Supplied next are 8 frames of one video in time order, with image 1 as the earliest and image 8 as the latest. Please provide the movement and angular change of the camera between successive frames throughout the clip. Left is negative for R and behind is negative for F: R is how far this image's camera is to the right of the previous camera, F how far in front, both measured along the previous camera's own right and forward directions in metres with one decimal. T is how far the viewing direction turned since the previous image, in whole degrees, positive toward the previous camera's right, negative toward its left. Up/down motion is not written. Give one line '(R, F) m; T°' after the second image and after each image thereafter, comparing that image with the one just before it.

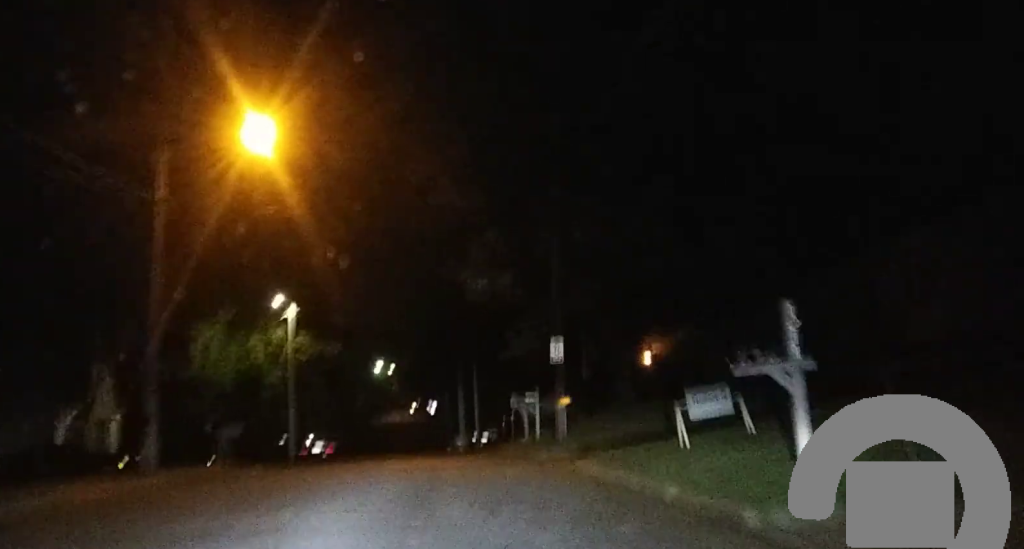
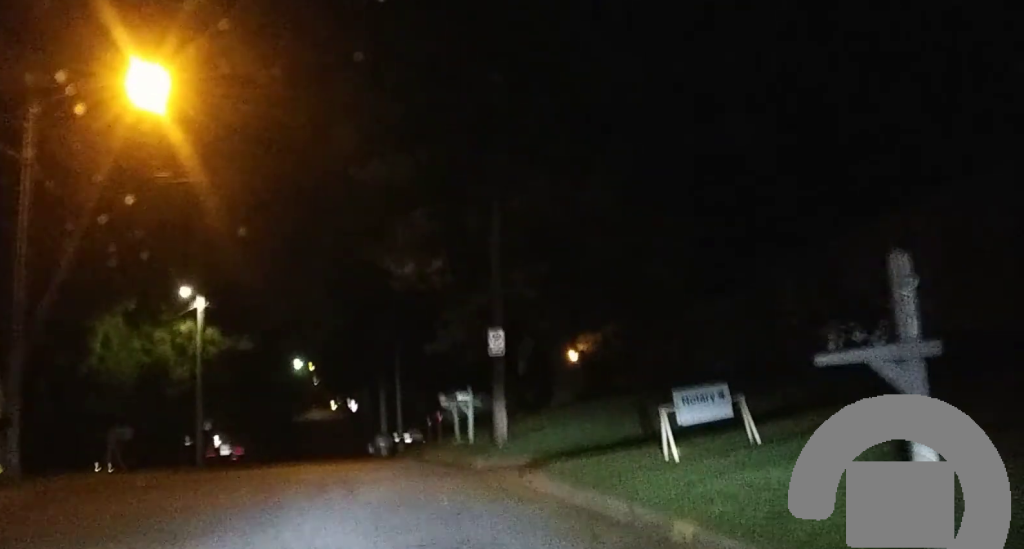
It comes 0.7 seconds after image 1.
(+0.1, +4.4) m; +1°
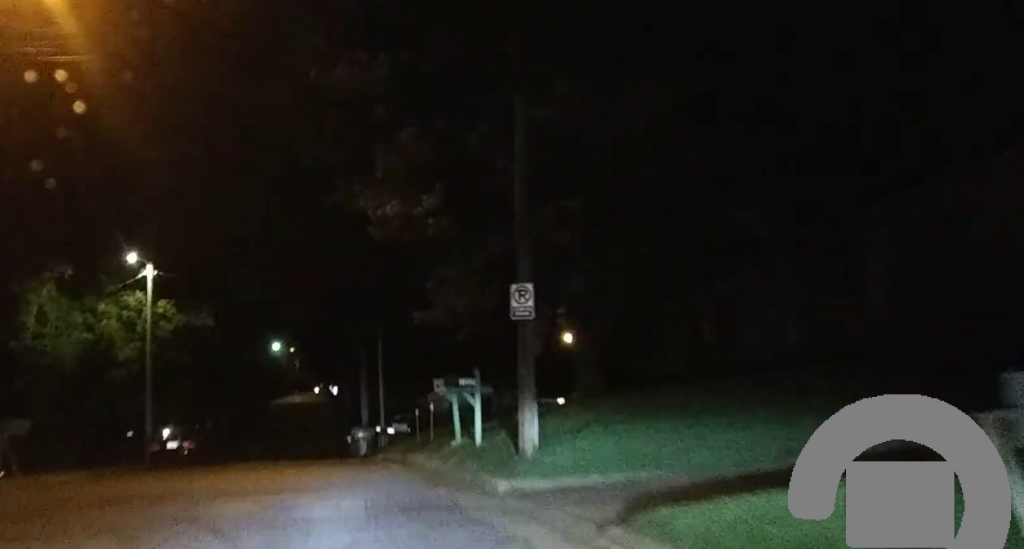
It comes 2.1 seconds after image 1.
(+0.1, +7.4) m; -2°
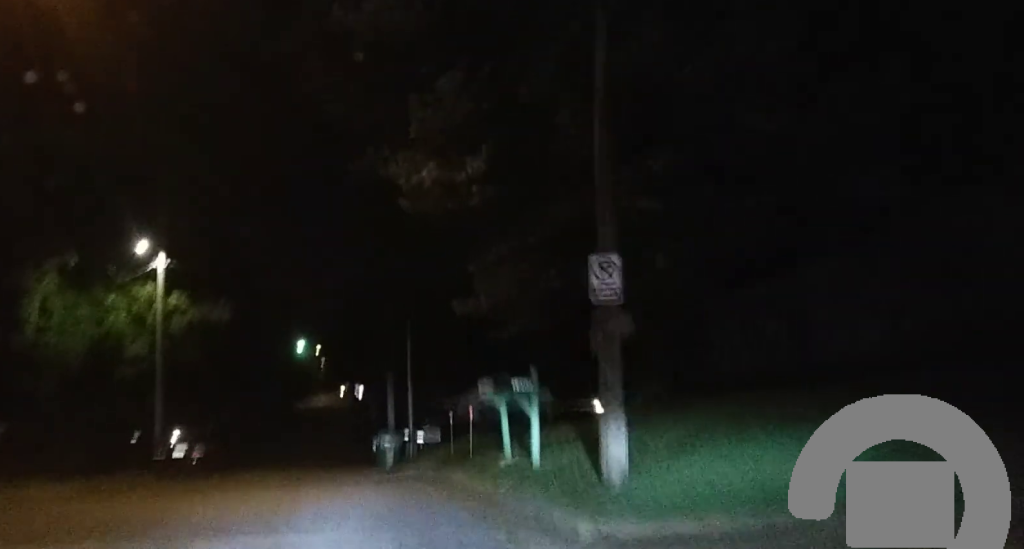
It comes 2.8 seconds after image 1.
(-0.1, +3.2) m; 0°
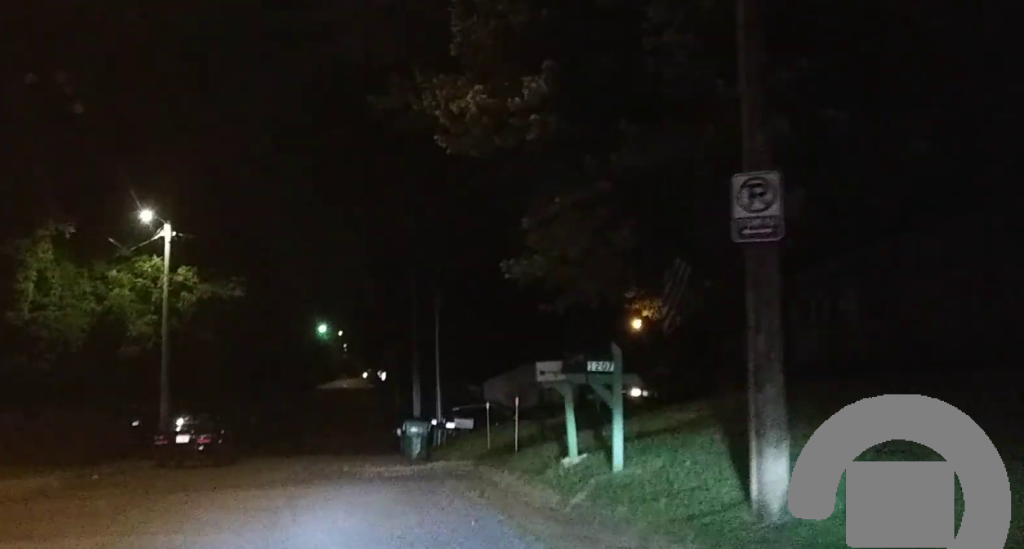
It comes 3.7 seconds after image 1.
(0.0, +3.9) m; 0°
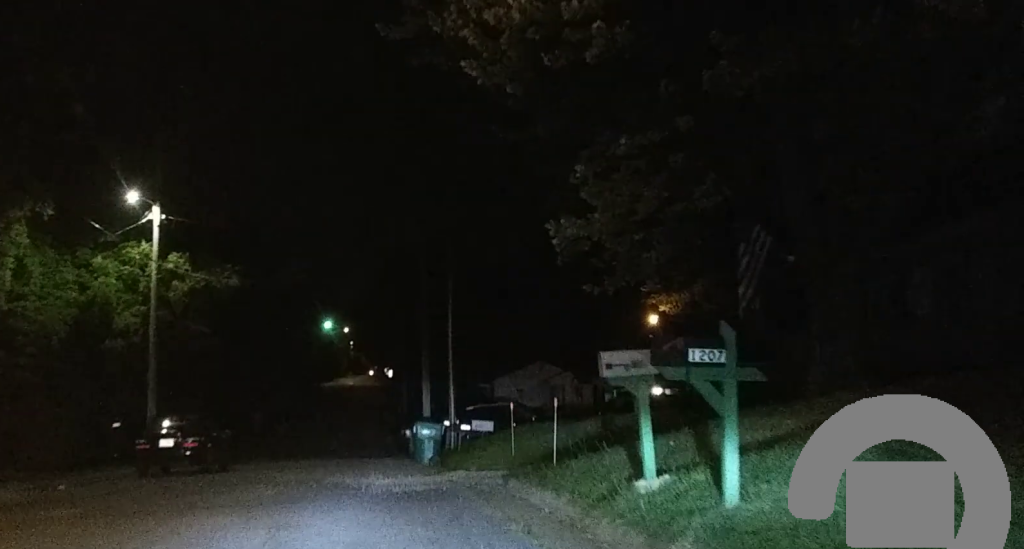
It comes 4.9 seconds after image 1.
(-0.1, +3.9) m; -2°
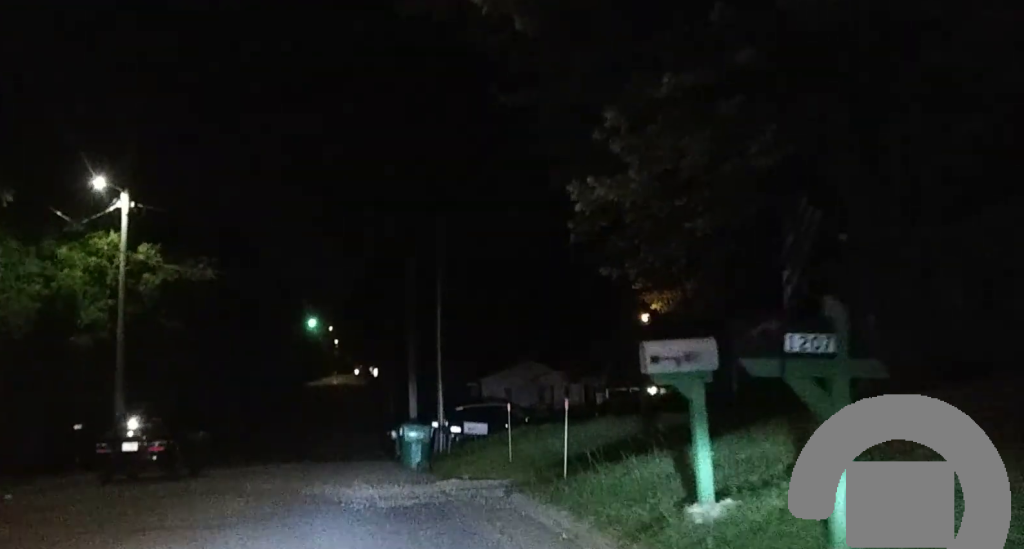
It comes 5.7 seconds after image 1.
(-0.1, +2.6) m; 0°
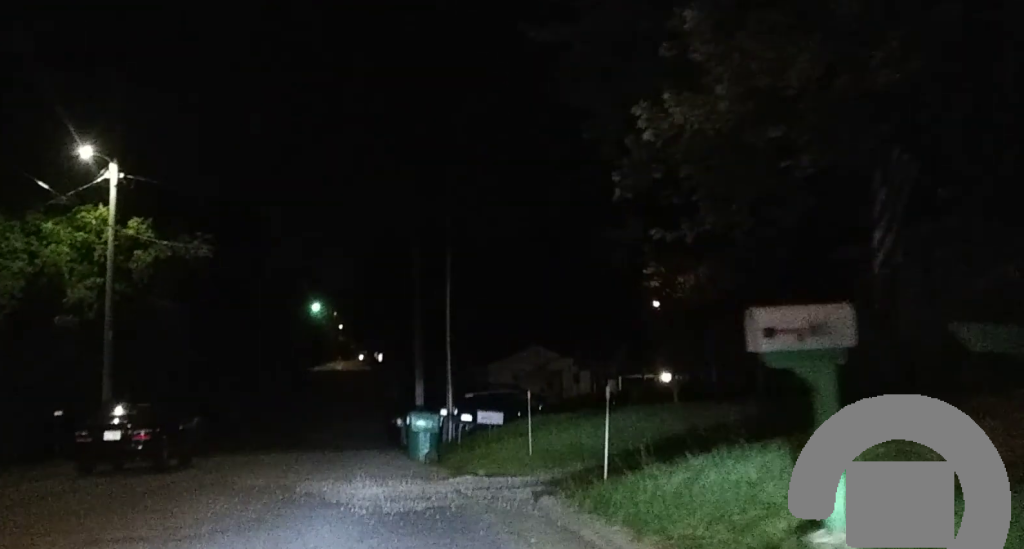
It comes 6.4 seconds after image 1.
(0.0, +2.1) m; +1°
